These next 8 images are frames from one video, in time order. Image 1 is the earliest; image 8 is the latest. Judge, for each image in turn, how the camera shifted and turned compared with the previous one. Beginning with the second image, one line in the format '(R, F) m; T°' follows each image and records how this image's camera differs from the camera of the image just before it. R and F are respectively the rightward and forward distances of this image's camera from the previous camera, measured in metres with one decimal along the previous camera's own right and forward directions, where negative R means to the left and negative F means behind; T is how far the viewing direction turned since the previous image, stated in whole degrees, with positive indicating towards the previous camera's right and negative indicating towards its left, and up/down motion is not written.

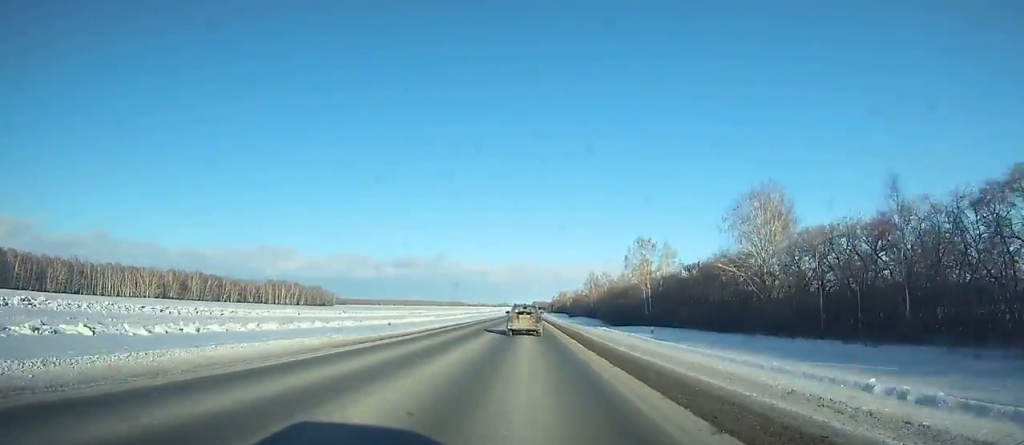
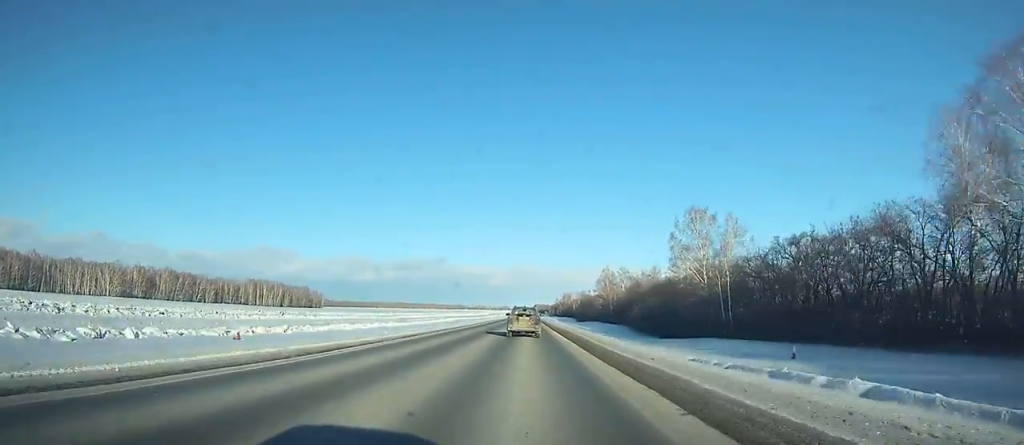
(-0.1, +39.3) m; 0°
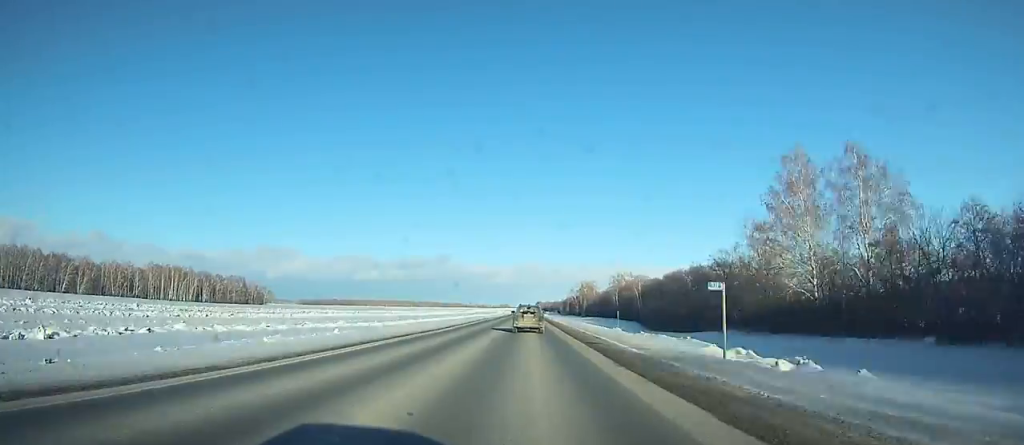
(-0.5, +135.2) m; 0°
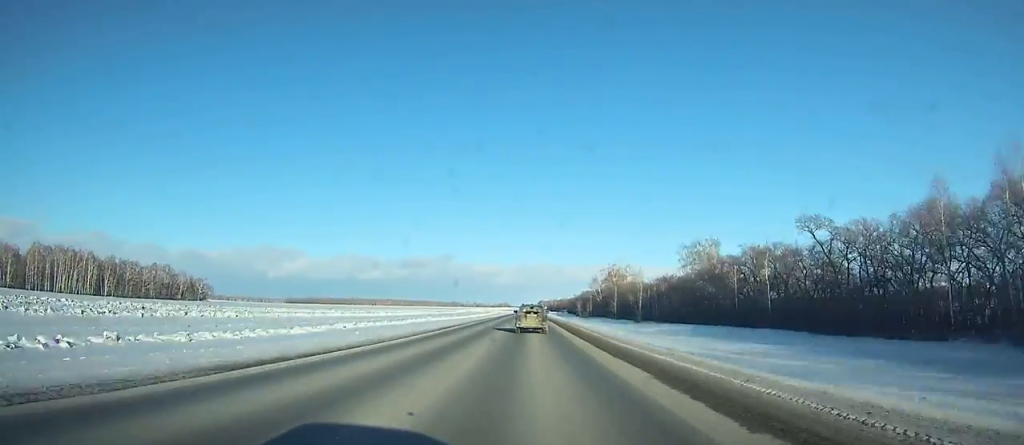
(-0.2, +99.8) m; 0°
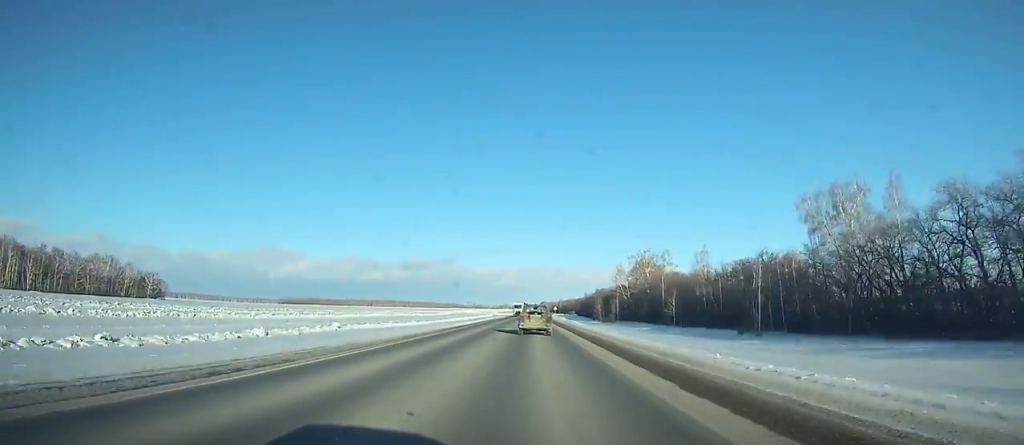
(+0.1, +57.4) m; 0°
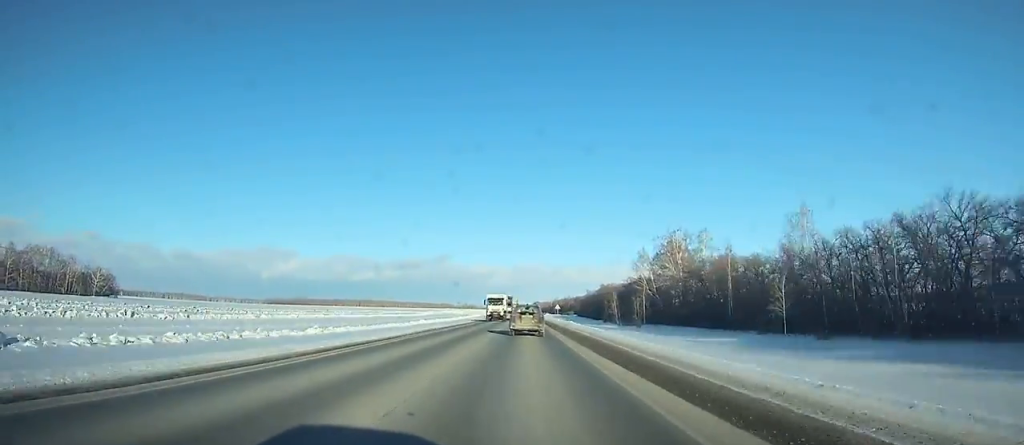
(0.0, +41.6) m; 0°
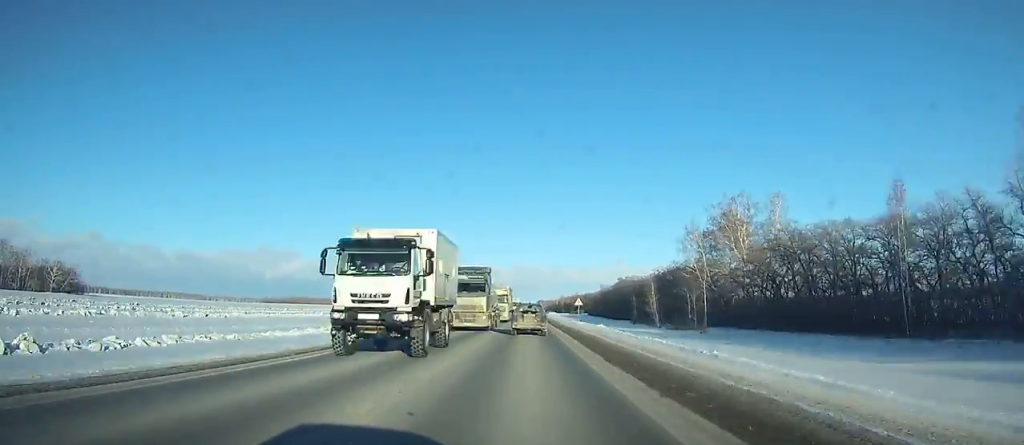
(+0.1, +36.3) m; 0°
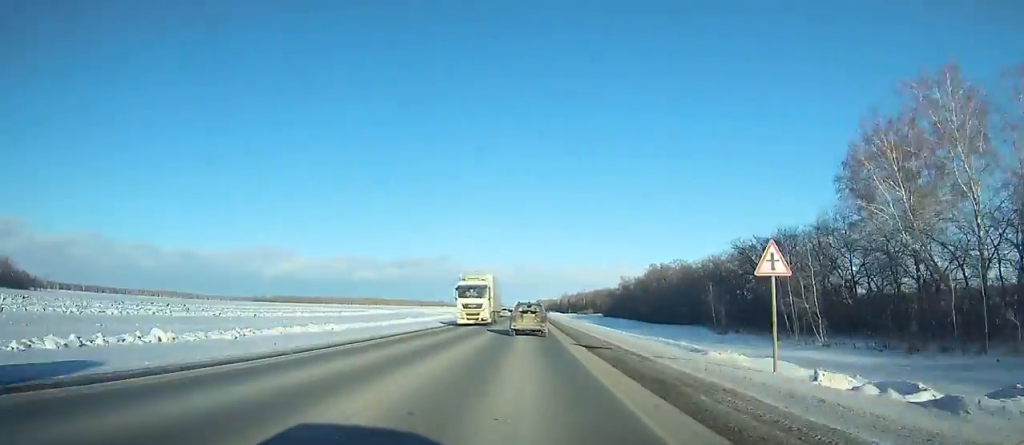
(+0.2, +50.4) m; 0°
